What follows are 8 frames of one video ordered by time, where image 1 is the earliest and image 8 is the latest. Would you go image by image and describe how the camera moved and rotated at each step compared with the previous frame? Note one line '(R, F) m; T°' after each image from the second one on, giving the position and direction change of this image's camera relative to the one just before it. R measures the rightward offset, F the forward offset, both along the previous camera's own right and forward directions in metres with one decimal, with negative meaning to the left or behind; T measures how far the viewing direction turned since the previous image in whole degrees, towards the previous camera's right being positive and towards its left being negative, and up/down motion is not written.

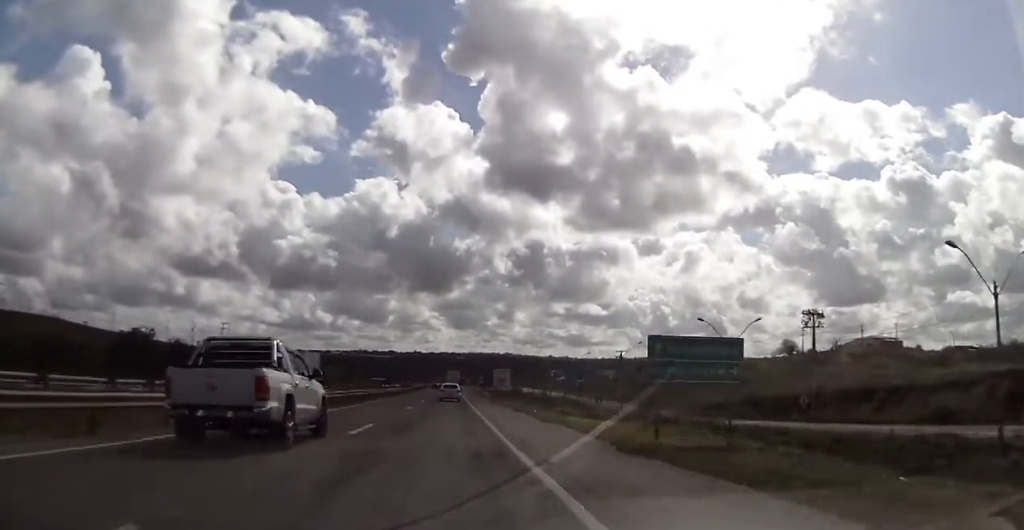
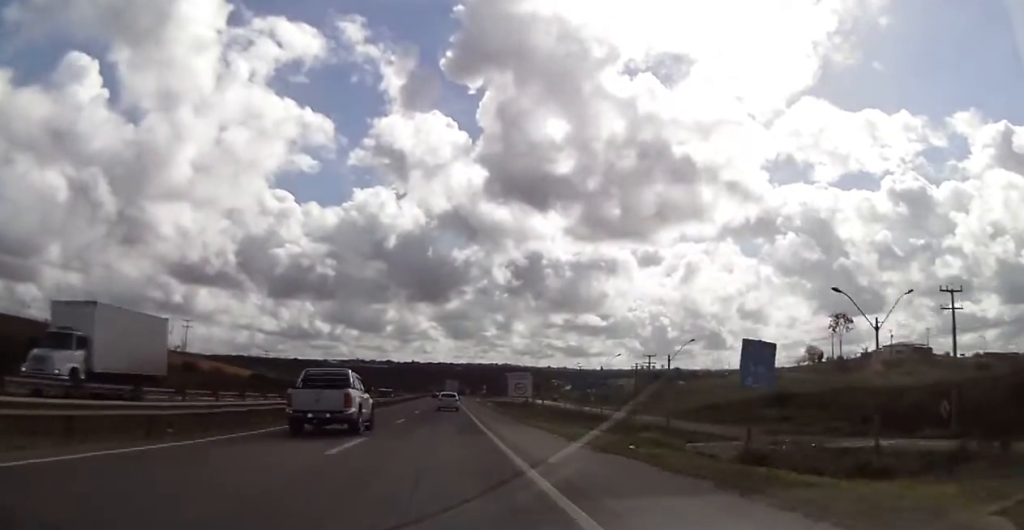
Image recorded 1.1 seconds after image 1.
(0.0, +20.9) m; 0°
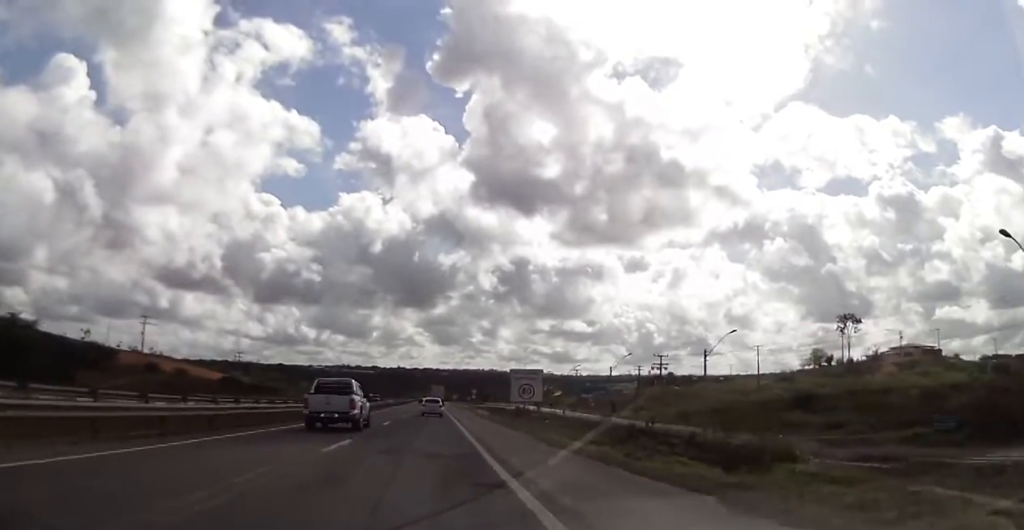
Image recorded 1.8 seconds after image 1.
(+0.1, +14.0) m; -1°
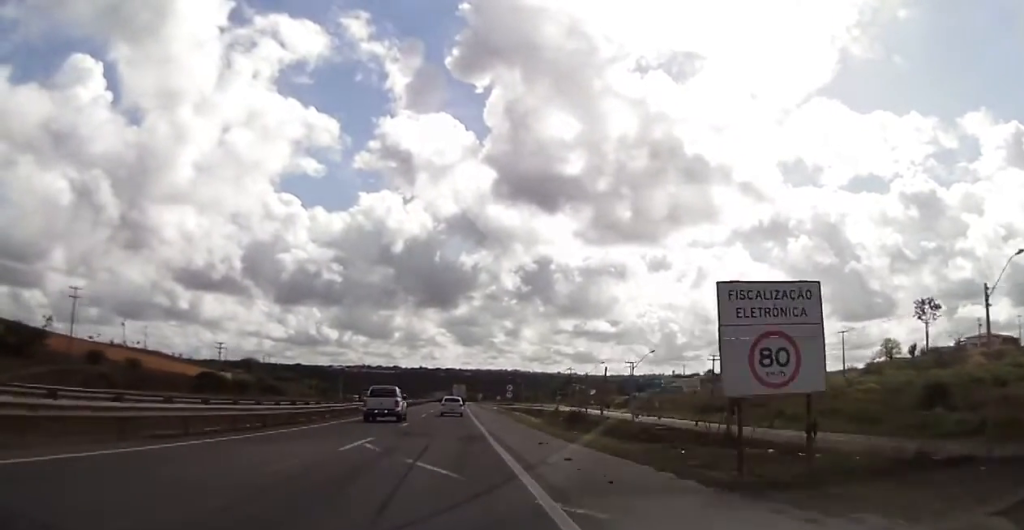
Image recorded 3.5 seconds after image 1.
(-0.2, +31.4) m; +1°
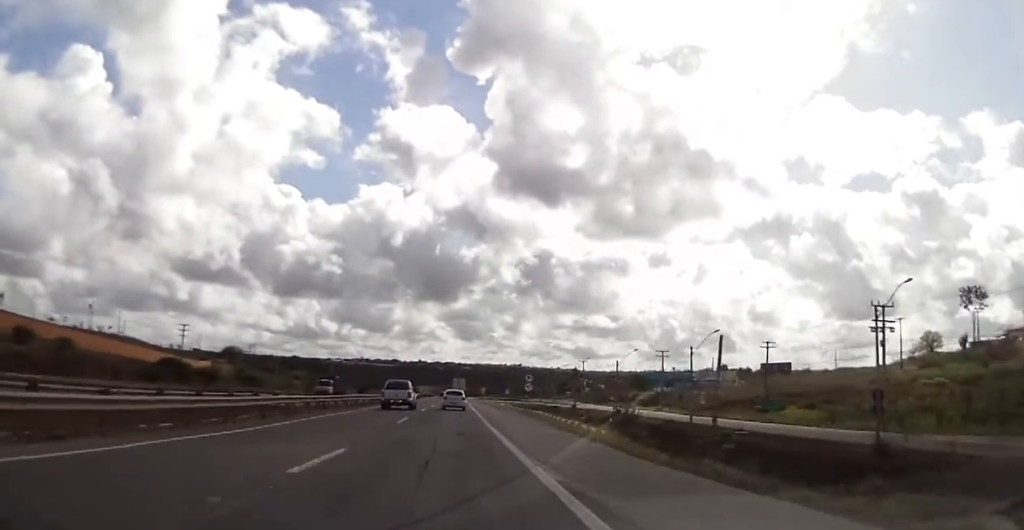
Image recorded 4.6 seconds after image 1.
(+0.2, +21.2) m; 0°
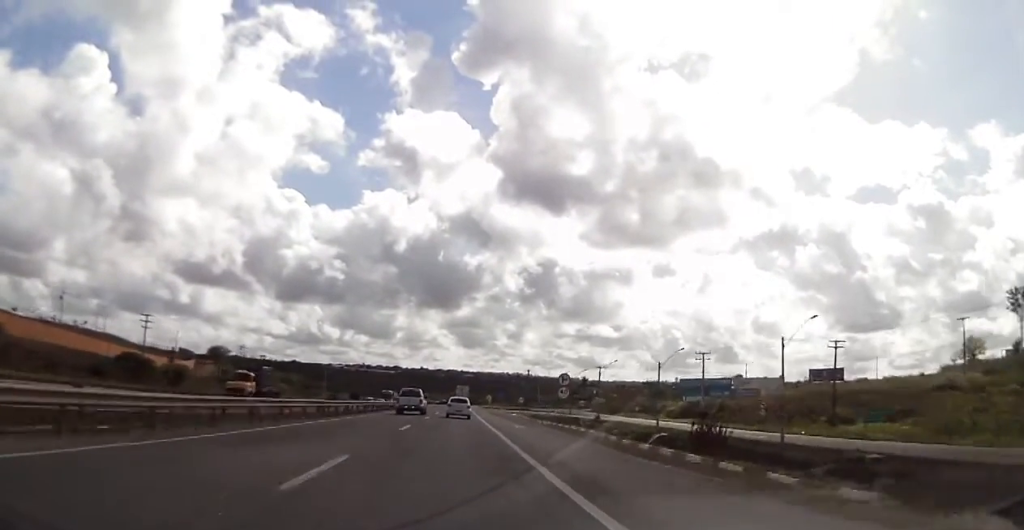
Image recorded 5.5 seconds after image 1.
(-0.3, +18.1) m; 0°
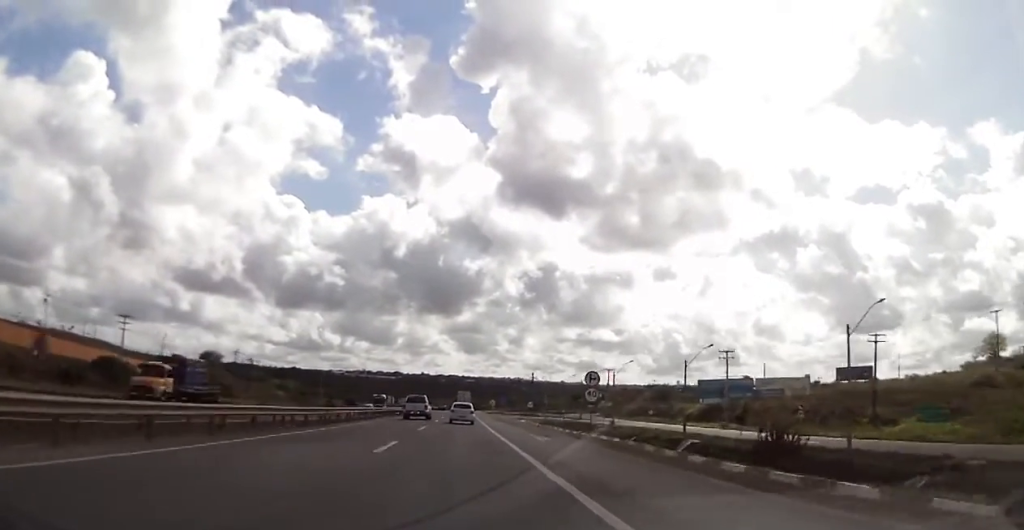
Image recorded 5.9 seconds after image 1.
(-0.2, +8.4) m; 0°
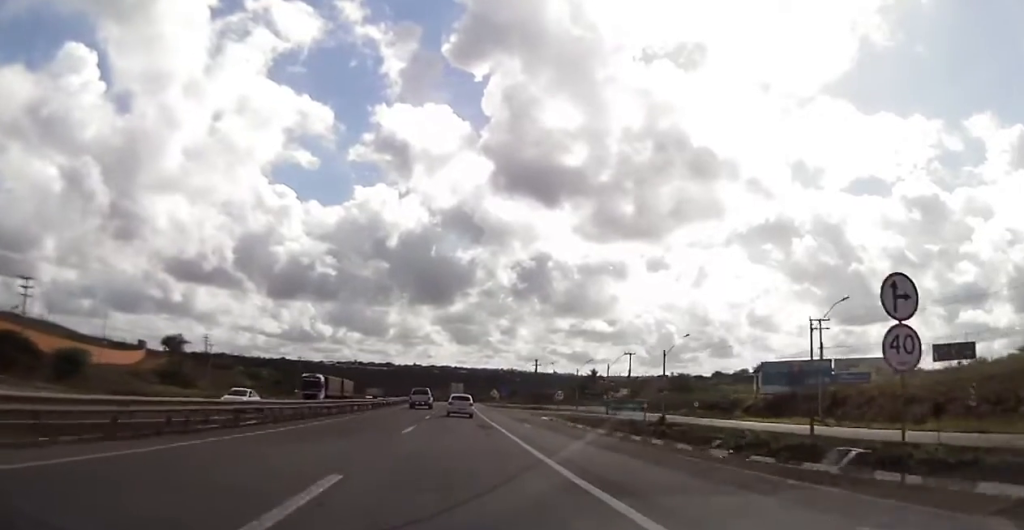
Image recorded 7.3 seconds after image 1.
(+0.7, +26.0) m; +1°
